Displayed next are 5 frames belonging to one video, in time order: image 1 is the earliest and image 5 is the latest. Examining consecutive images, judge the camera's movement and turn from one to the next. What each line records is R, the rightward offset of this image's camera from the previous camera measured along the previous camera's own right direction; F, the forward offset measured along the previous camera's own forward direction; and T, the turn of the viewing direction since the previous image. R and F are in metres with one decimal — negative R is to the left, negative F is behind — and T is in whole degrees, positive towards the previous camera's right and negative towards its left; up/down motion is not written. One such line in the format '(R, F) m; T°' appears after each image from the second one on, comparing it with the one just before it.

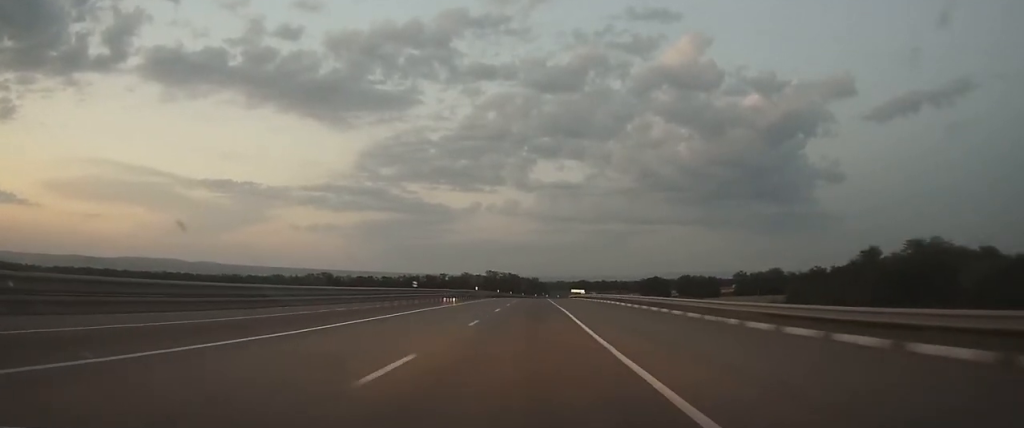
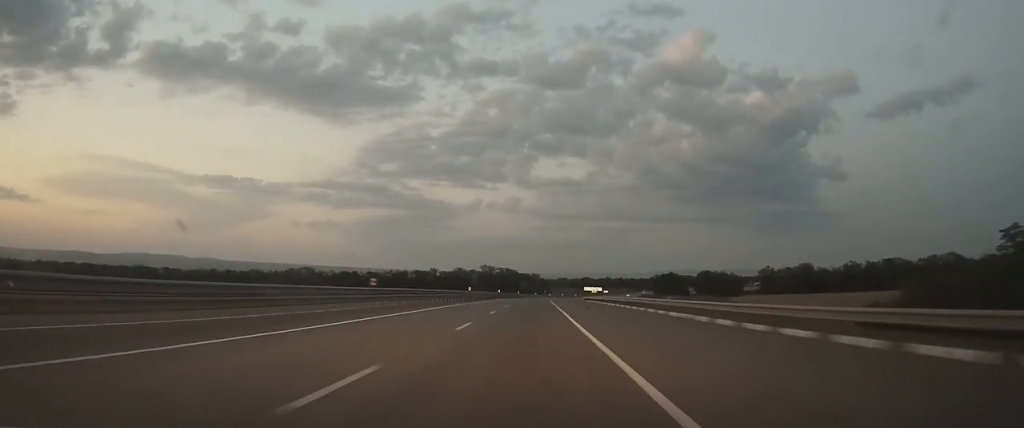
(0.0, +49.7) m; 0°
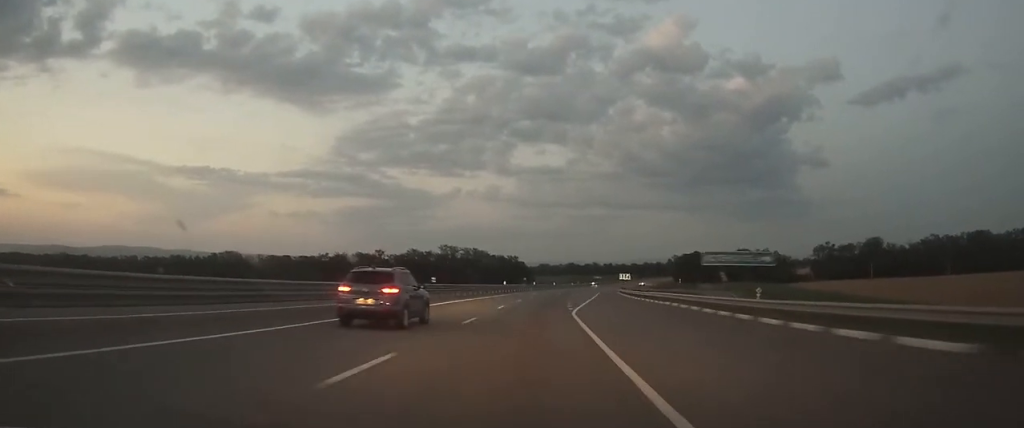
(+1.0, +106.4) m; +2°
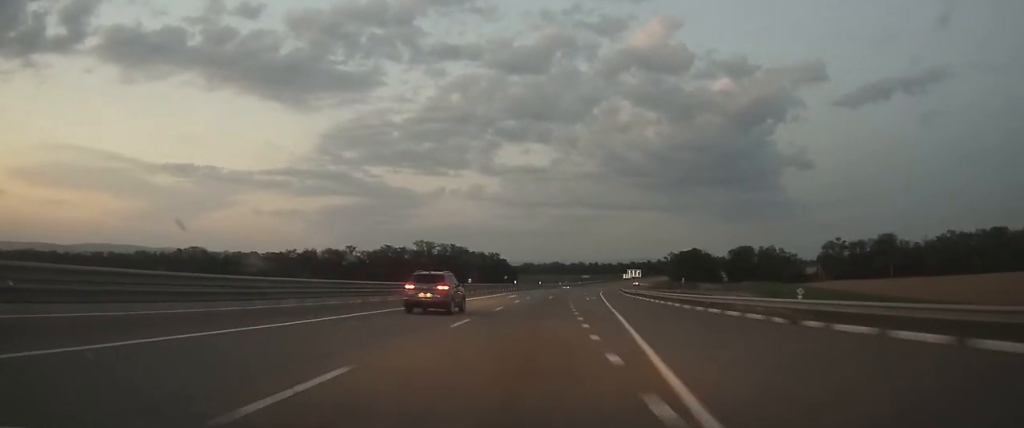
(+0.3, +25.9) m; +1°
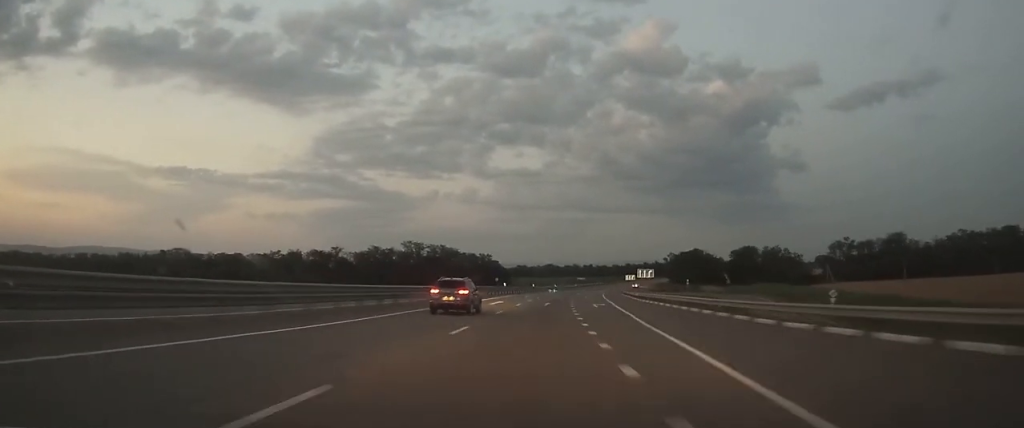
(+0.2, +13.0) m; +1°
